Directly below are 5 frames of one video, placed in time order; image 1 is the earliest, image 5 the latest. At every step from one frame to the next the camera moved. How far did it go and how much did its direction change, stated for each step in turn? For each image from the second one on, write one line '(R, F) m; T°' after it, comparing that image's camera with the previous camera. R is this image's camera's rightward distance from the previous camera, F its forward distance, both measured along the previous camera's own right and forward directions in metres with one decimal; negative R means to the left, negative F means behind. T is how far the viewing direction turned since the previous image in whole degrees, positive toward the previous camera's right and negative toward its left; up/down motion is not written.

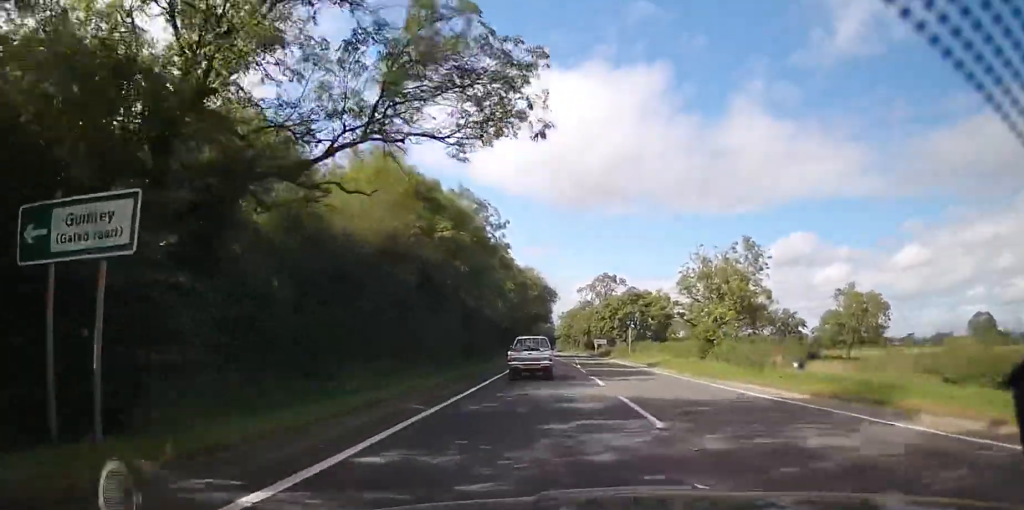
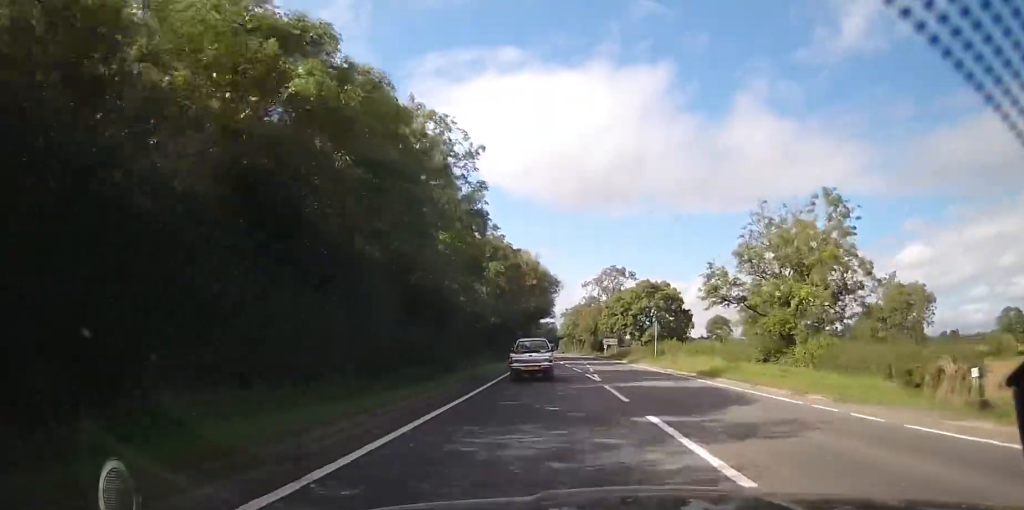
(0.0, +14.6) m; 0°
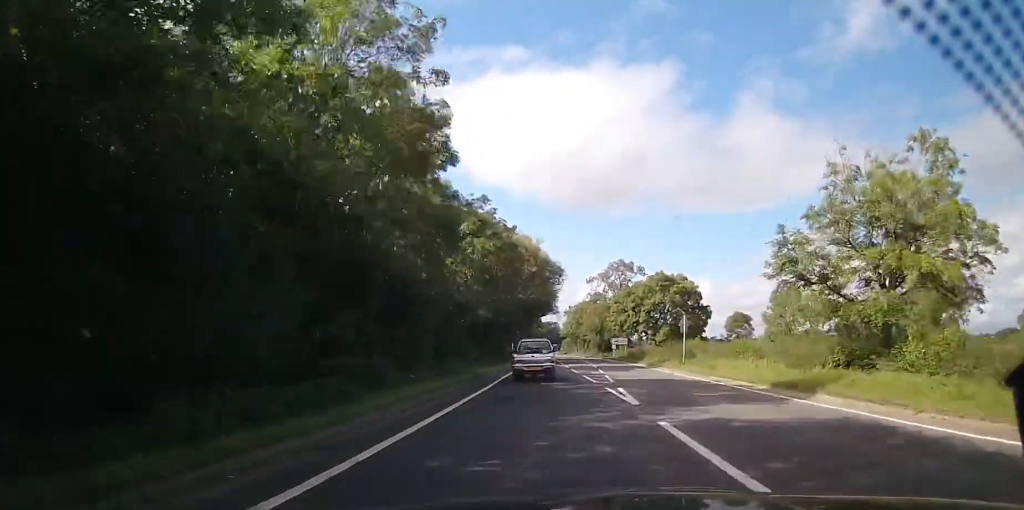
(0.0, +9.8) m; 0°
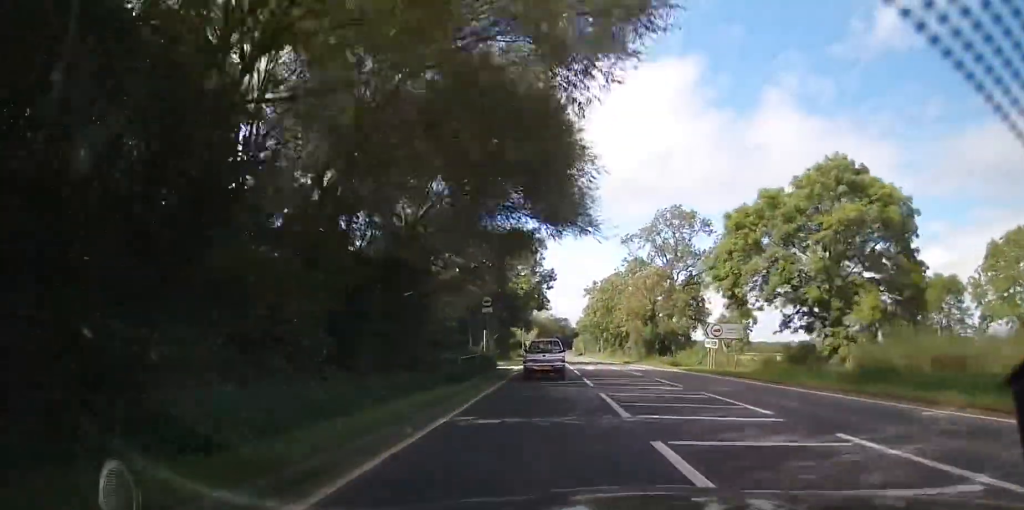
(+0.2, +47.7) m; 0°
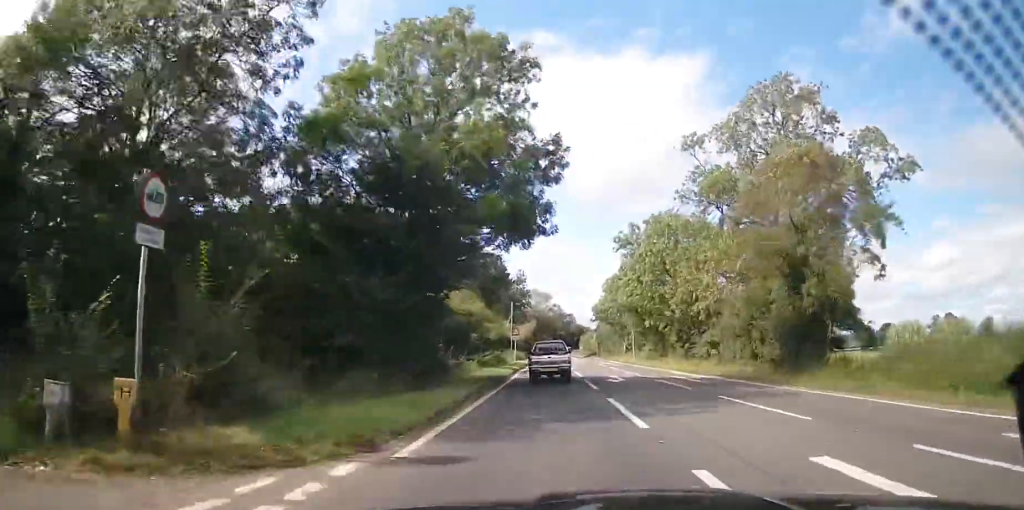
(-0.1, +38.0) m; 0°
